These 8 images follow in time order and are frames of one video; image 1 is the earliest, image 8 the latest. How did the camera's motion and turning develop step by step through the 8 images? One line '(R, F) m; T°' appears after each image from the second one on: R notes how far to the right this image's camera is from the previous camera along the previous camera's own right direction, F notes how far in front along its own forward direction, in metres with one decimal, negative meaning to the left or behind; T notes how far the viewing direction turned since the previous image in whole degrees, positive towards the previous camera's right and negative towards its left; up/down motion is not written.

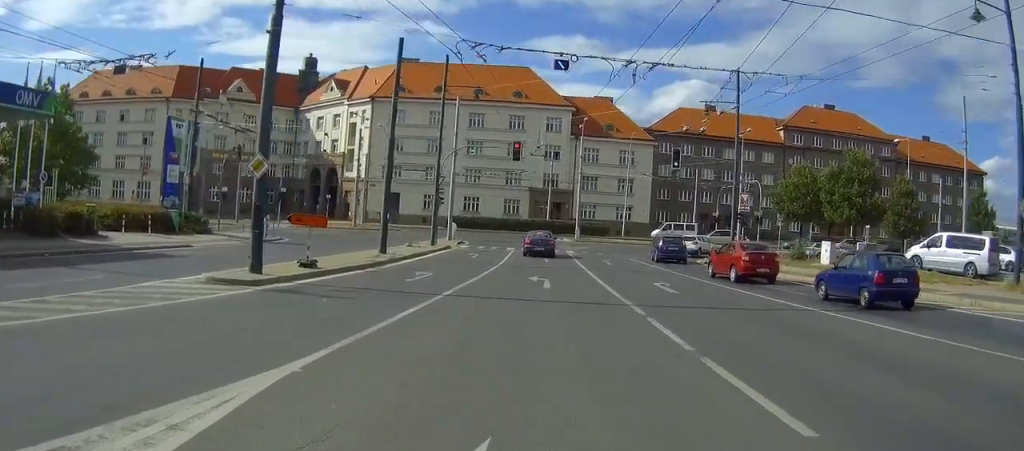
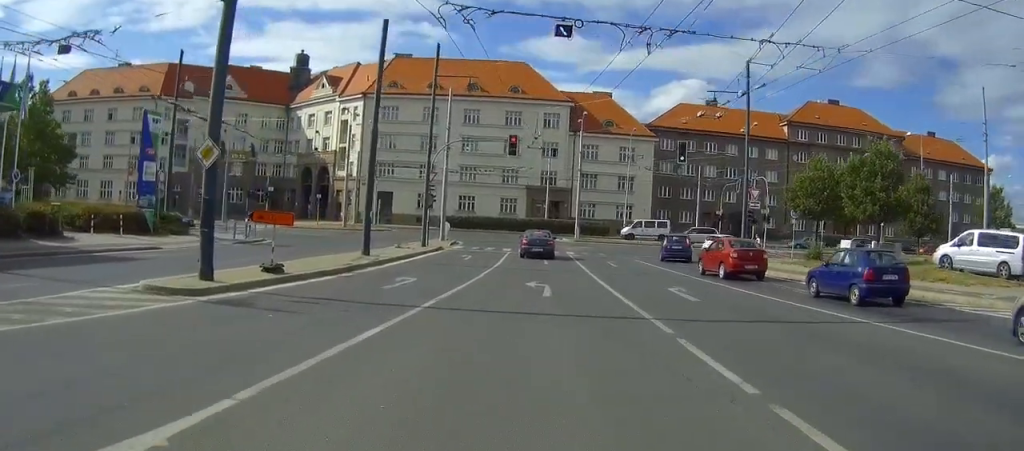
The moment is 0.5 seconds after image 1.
(+0.1, +2.6) m; +1°
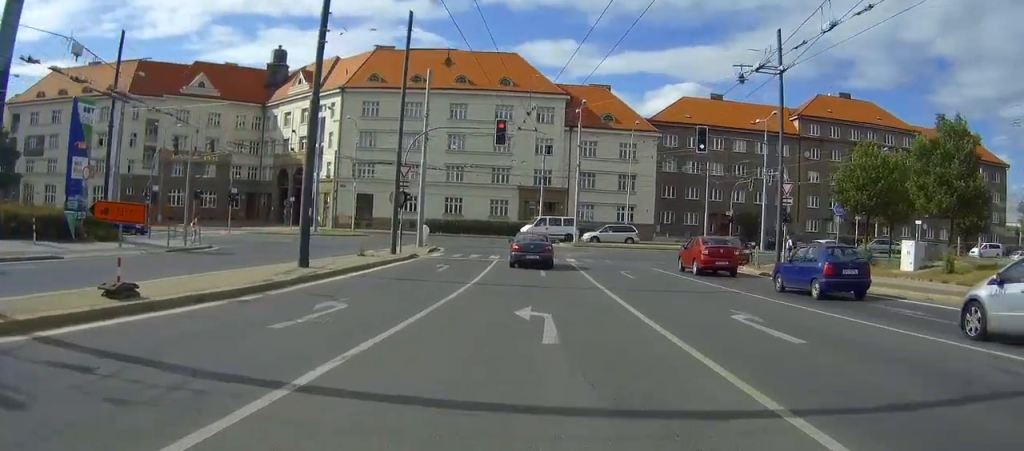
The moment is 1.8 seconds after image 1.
(-0.1, +7.3) m; -3°
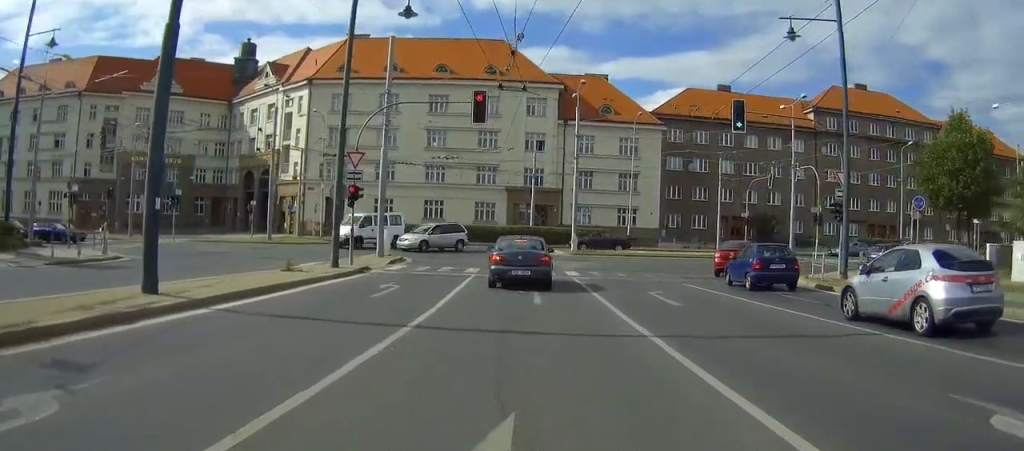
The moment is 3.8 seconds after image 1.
(+0.2, +10.9) m; +1°
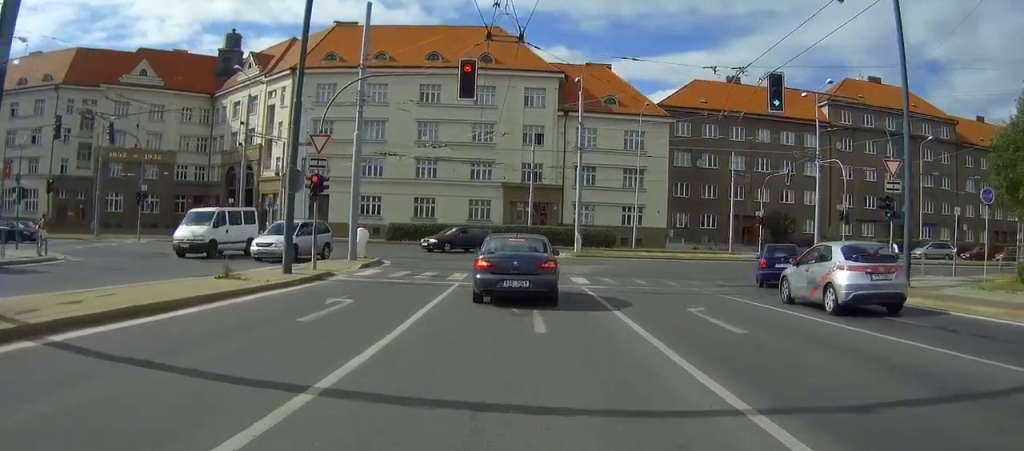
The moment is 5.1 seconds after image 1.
(-0.4, +6.7) m; -2°
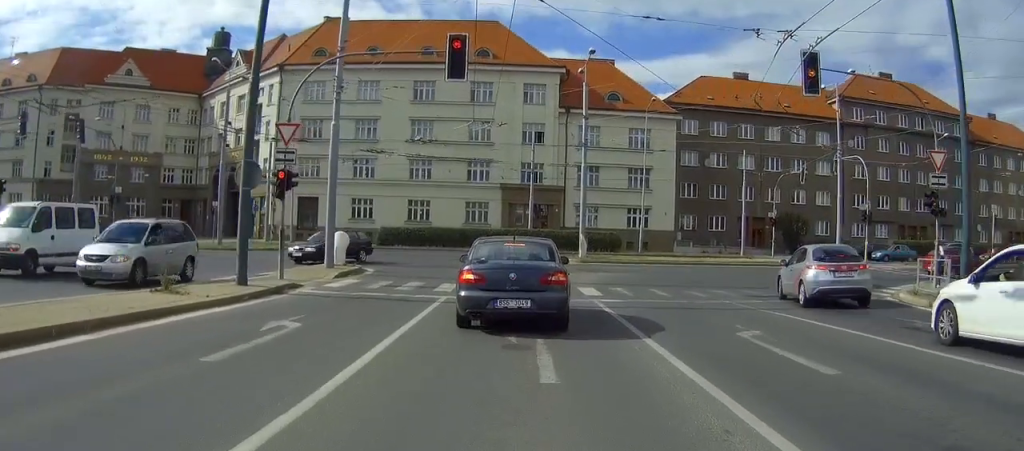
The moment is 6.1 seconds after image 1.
(+0.1, +4.6) m; +2°
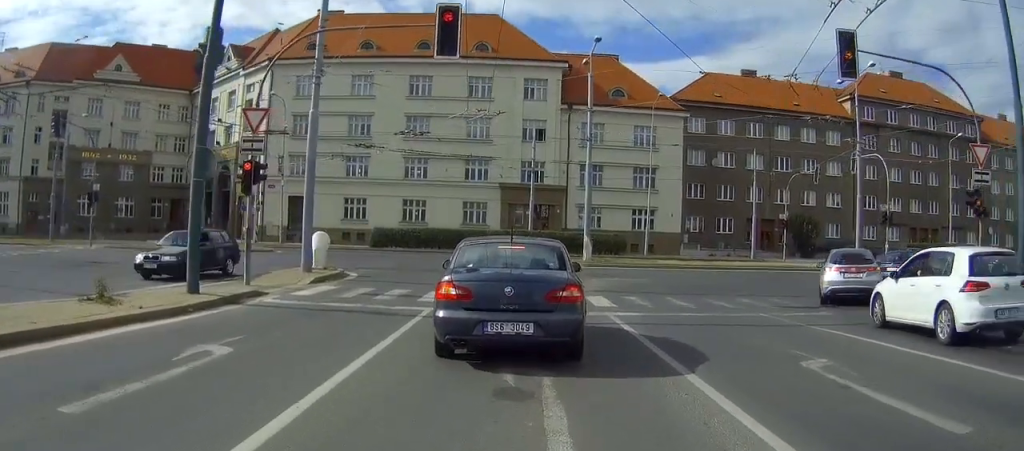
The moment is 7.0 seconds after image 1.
(0.0, +3.5) m; -3°
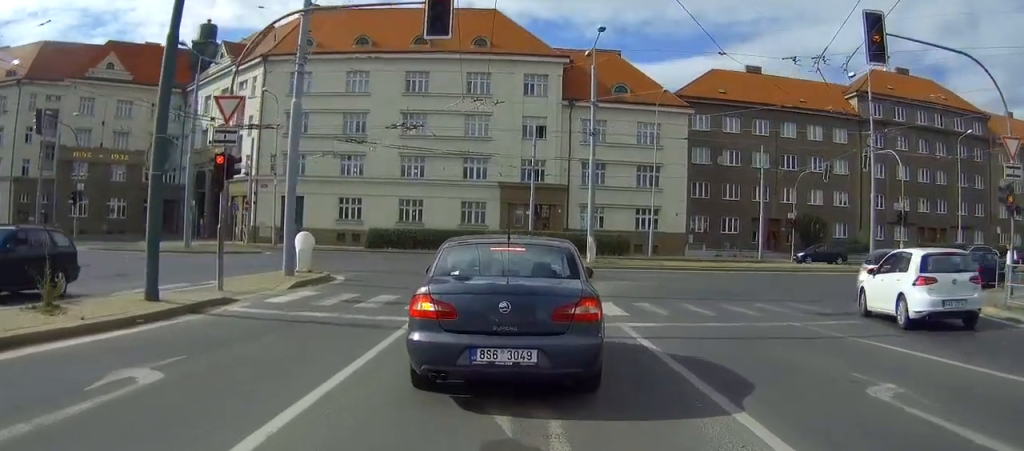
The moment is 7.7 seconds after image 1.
(-0.2, +2.4) m; -4°
